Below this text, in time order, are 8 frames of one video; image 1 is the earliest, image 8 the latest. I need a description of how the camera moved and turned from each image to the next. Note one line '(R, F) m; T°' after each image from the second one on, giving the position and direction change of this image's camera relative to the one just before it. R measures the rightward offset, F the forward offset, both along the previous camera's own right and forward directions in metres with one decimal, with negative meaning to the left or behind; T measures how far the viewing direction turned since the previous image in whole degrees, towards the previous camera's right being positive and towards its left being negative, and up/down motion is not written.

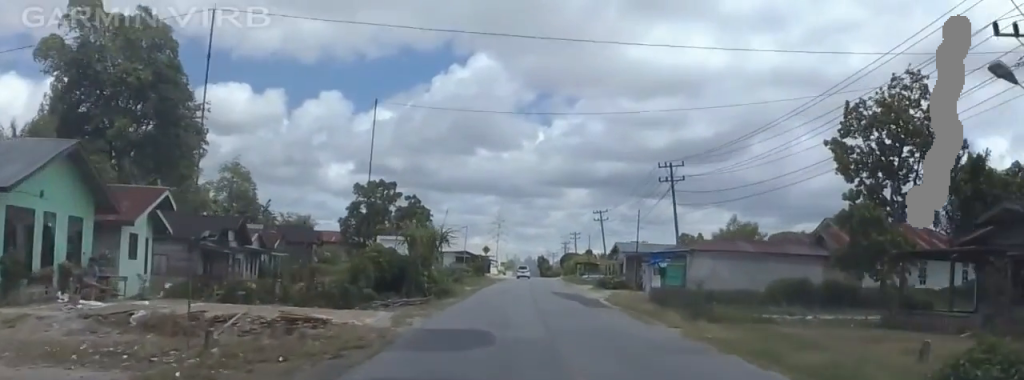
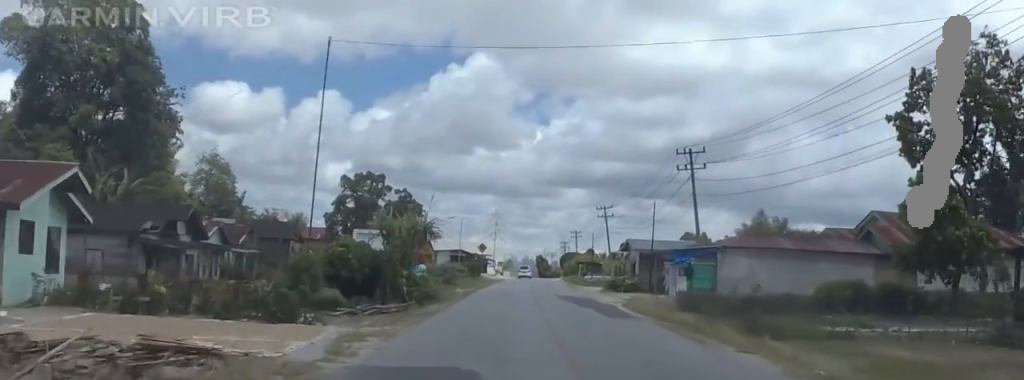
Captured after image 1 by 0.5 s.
(+0.2, +8.0) m; +1°
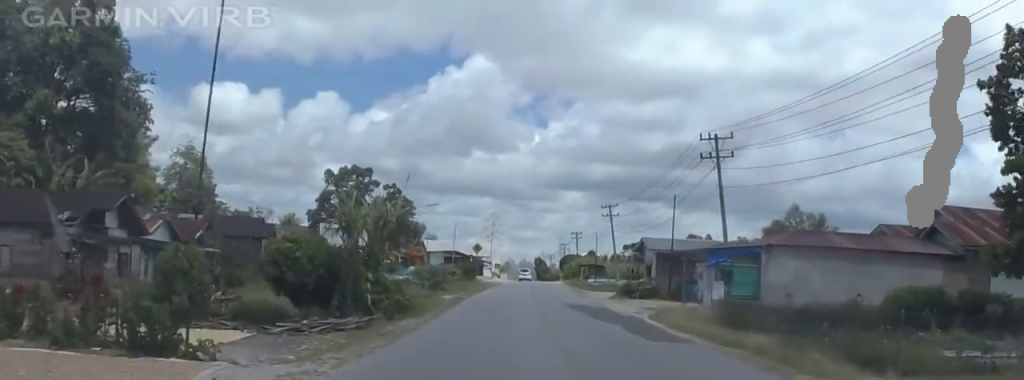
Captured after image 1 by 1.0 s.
(+0.3, +8.1) m; 0°
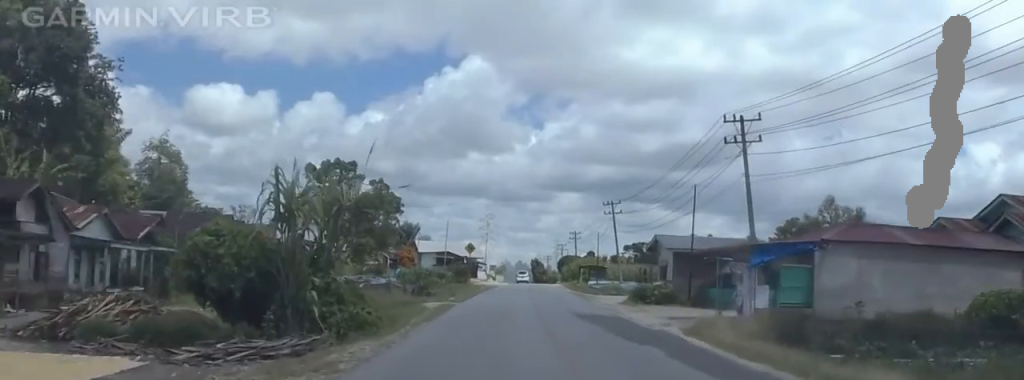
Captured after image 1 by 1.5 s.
(0.0, +6.8) m; 0°
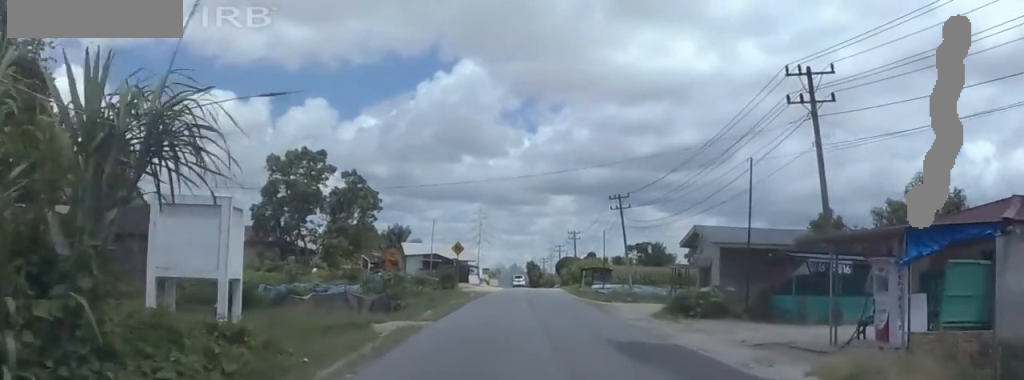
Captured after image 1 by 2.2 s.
(-0.3, +11.5) m; -2°
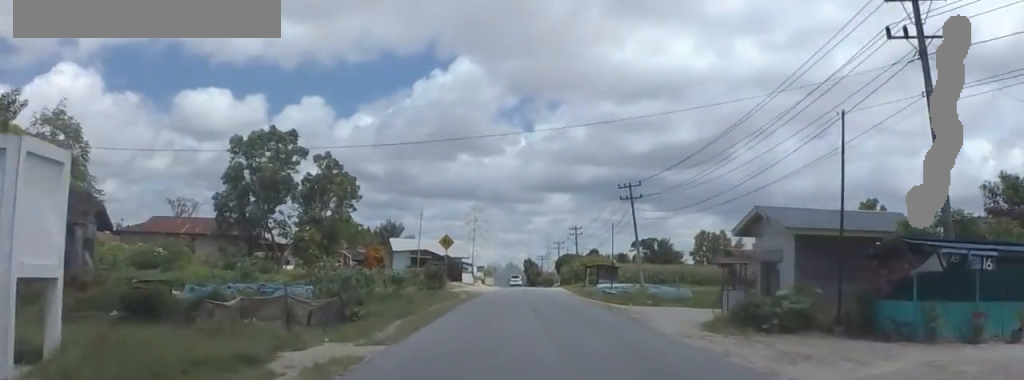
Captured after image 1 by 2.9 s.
(0.0, +9.7) m; +1°
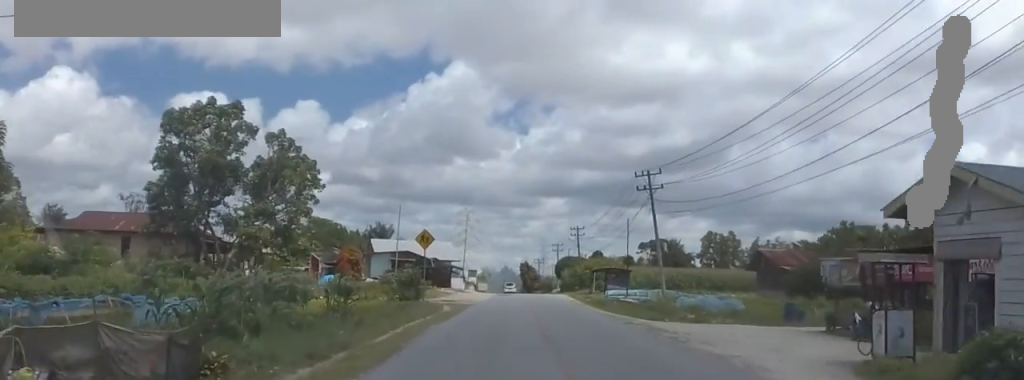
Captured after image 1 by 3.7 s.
(+0.2, +12.9) m; +1°
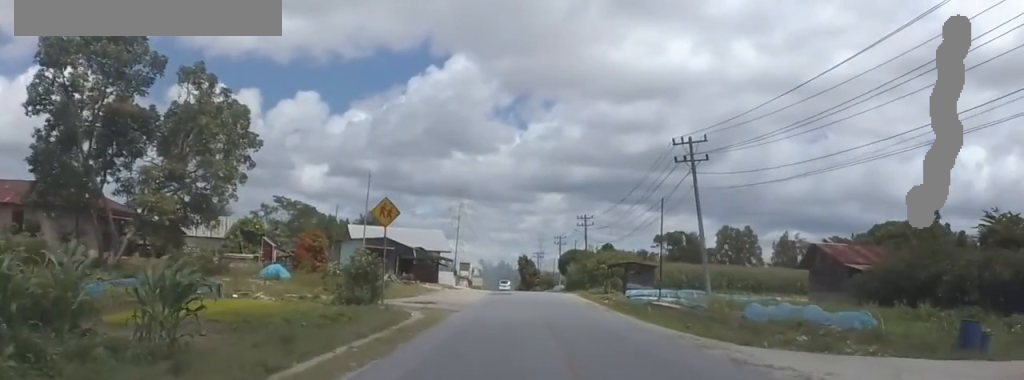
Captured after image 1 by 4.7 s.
(0.0, +15.3) m; -1°
